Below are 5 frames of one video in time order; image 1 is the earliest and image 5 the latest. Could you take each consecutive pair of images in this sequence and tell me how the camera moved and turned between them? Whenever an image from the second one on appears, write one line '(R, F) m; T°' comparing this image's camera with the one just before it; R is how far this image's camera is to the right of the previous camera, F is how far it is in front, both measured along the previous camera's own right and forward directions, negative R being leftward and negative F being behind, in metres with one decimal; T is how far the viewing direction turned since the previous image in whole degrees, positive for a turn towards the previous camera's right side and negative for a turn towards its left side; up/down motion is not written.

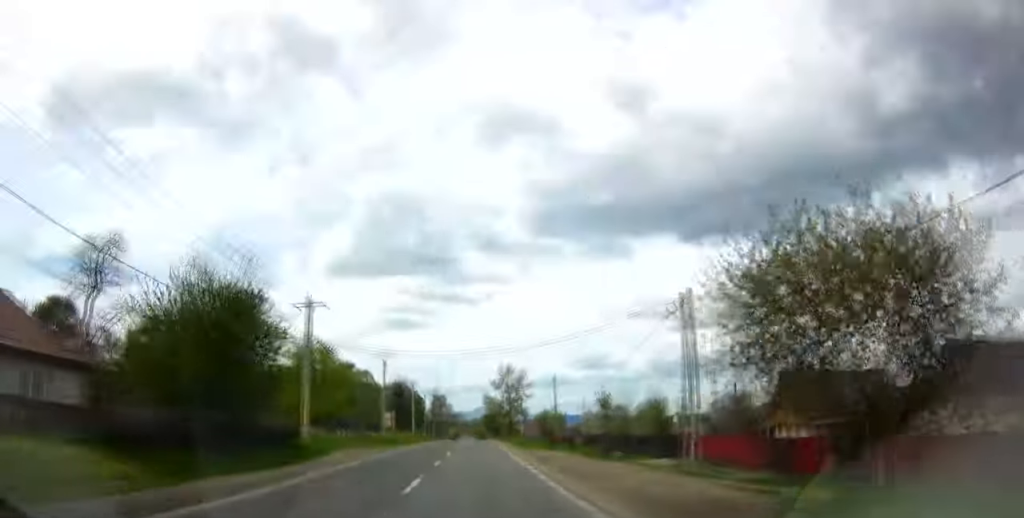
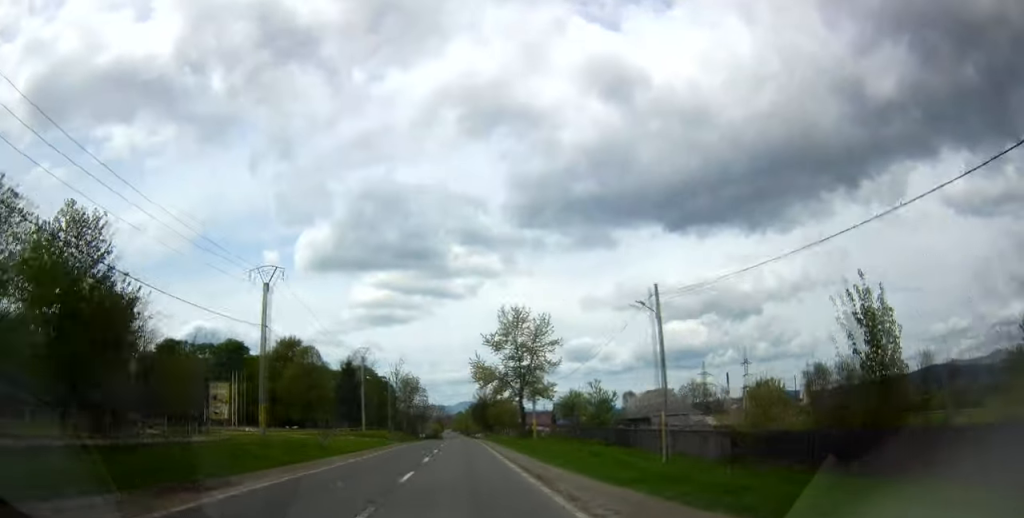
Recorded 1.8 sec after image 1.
(-0.5, +41.8) m; 0°
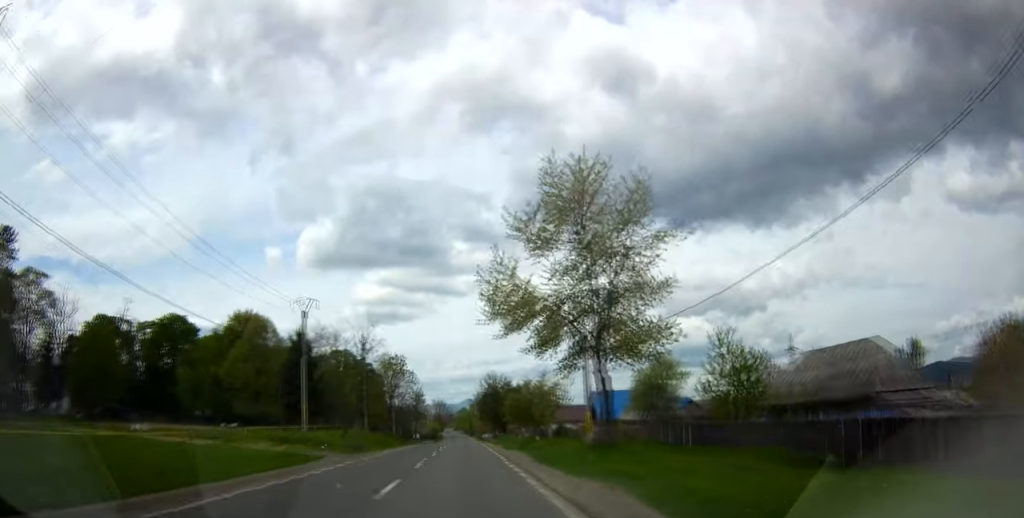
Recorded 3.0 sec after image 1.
(+0.2, +29.4) m; +1°
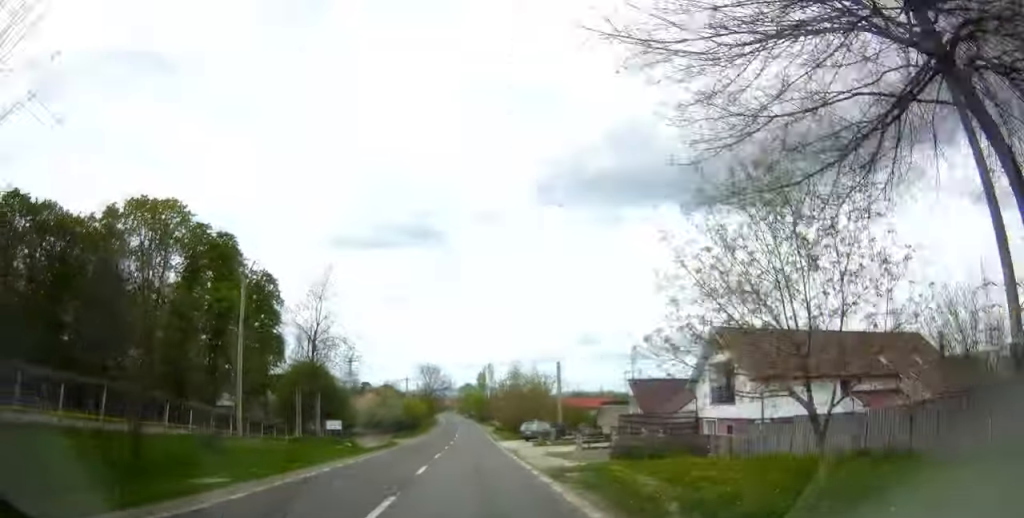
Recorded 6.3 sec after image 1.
(-1.2, +81.7) m; -1°
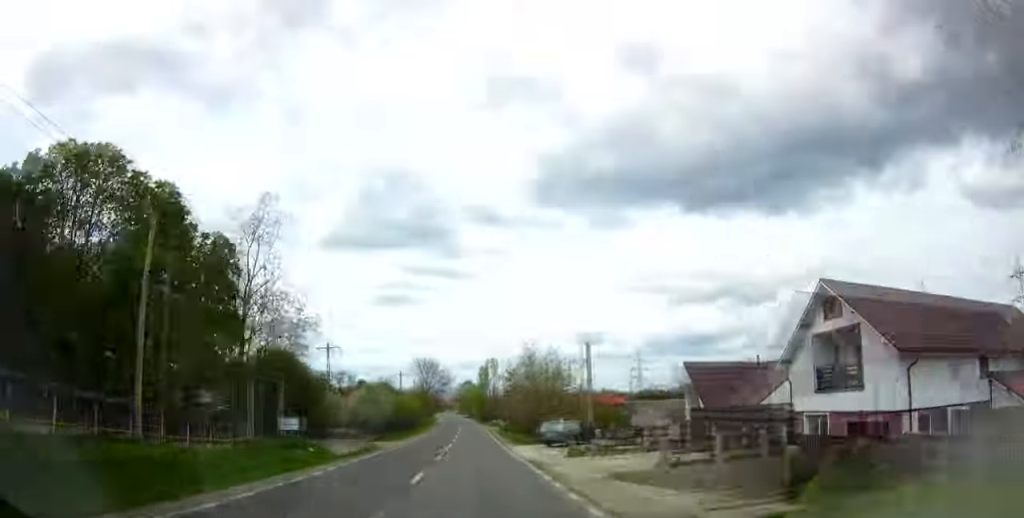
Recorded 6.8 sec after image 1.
(+0.3, +11.4) m; 0°
